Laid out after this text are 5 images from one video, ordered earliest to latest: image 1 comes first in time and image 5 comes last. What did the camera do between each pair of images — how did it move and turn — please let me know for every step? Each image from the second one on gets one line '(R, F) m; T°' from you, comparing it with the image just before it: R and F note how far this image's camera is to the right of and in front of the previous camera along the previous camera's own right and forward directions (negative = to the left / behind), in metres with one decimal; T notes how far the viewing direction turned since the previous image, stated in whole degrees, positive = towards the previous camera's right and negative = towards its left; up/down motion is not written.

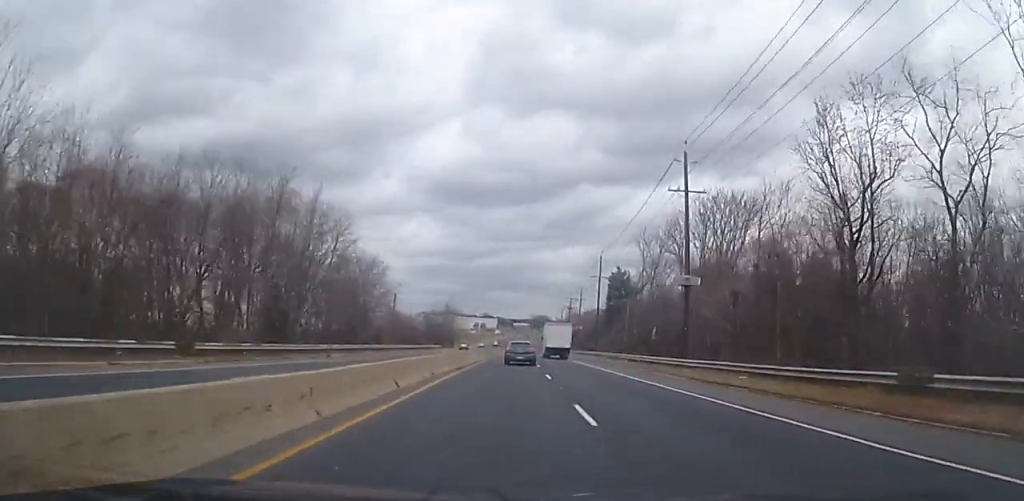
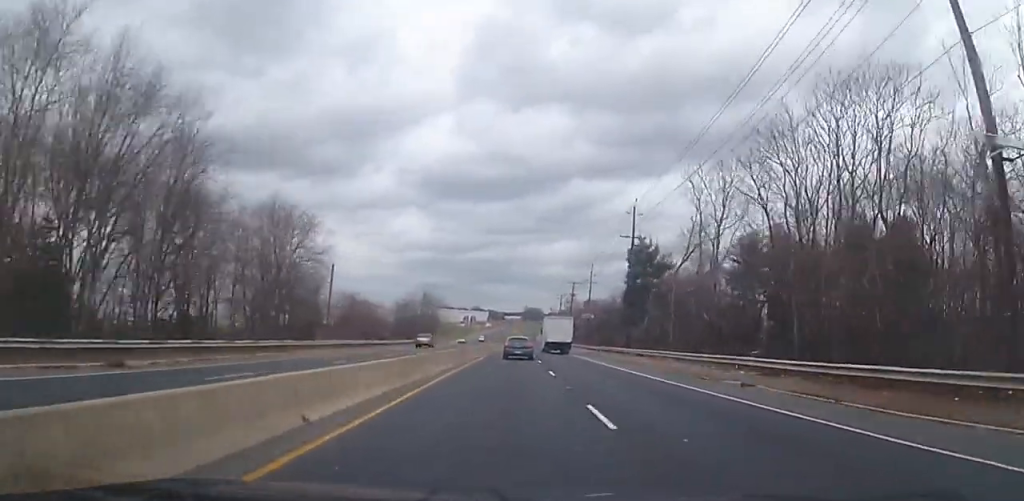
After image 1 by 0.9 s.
(+0.2, +24.7) m; 0°
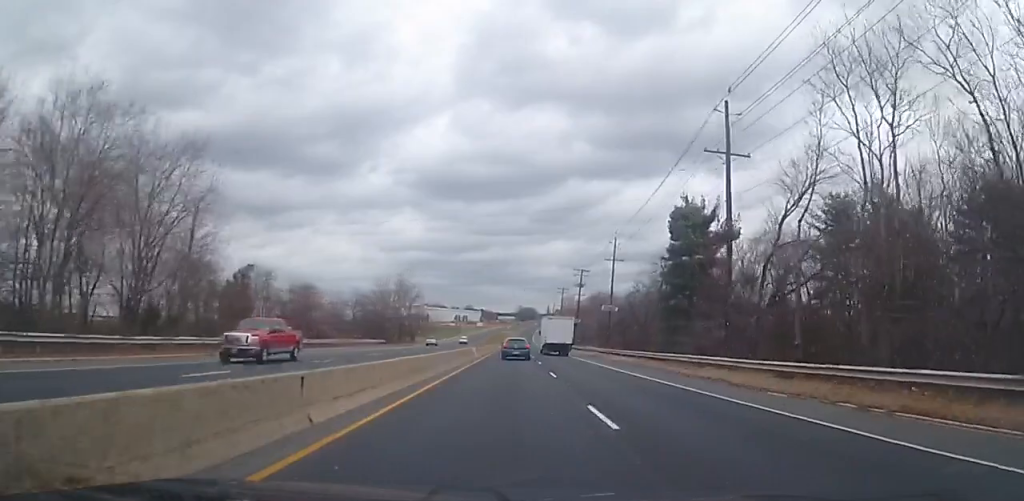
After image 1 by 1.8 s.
(0.0, +24.1) m; +1°
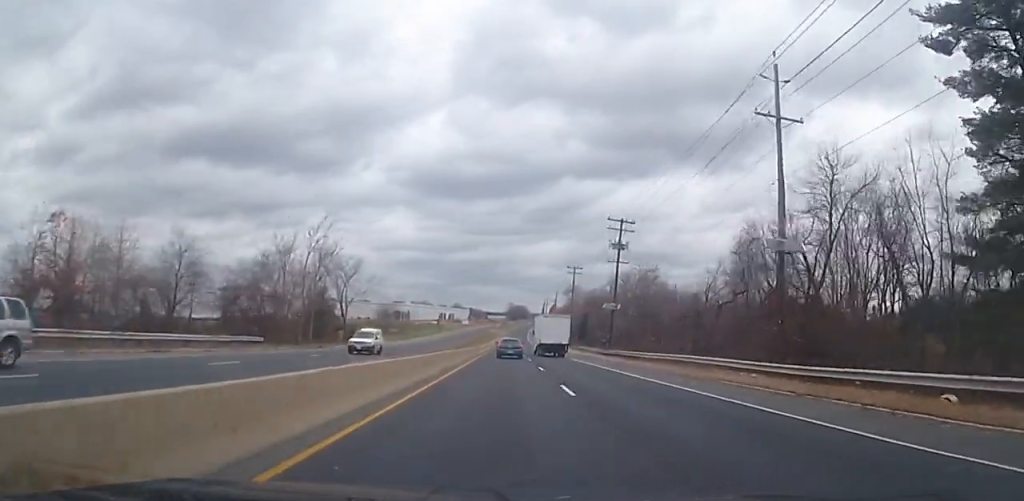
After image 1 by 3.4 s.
(+0.6, +43.2) m; +1°
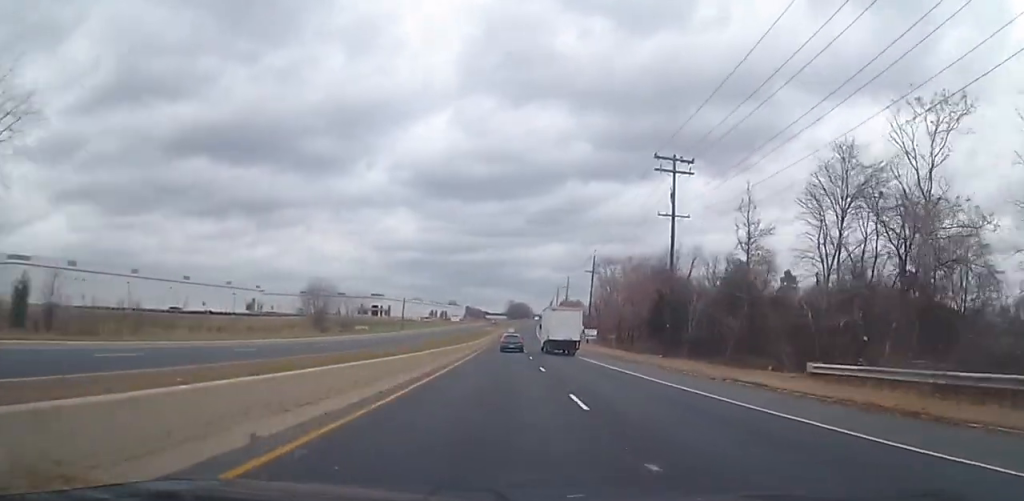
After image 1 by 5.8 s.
(+0.4, +64.2) m; +1°
